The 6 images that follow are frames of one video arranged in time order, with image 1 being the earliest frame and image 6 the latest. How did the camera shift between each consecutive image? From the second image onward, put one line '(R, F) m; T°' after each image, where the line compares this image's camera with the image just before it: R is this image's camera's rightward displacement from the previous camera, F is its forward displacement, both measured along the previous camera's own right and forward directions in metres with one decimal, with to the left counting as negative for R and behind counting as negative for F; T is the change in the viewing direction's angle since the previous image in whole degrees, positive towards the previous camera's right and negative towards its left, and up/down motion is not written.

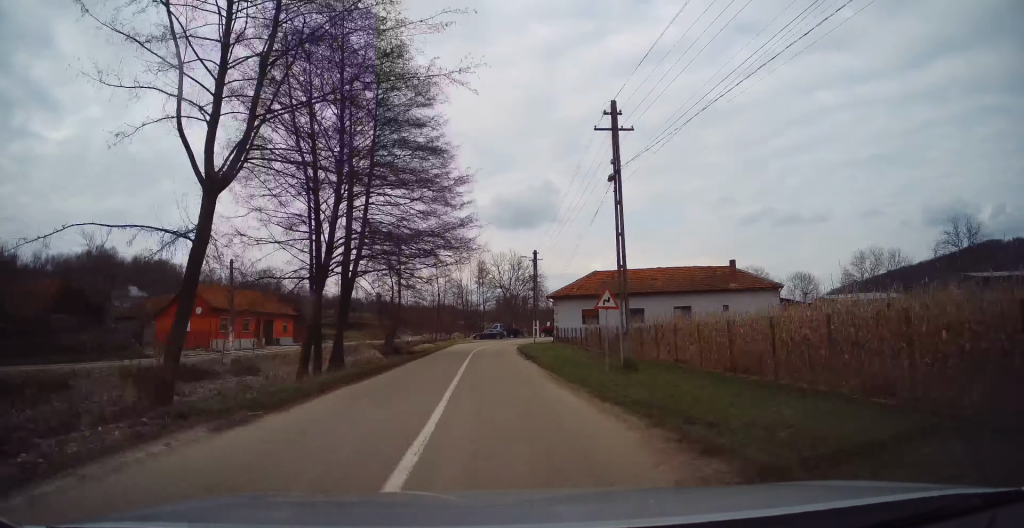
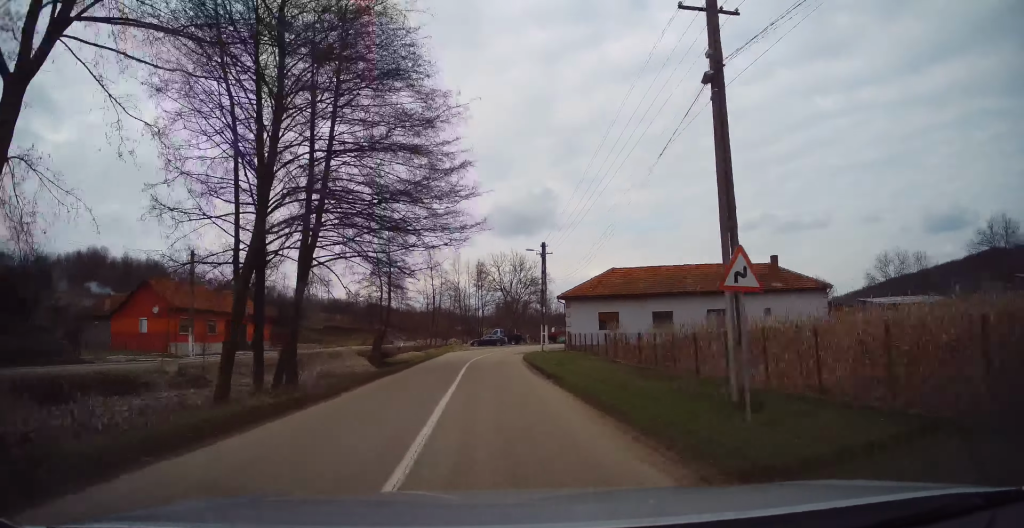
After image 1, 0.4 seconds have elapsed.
(0.0, +7.5) m; 0°
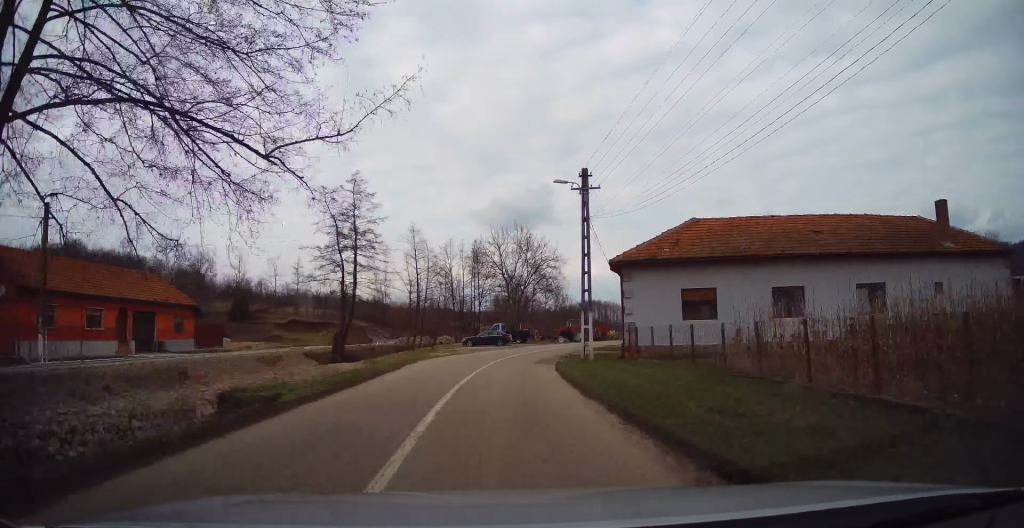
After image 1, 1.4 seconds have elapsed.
(+0.1, +18.1) m; +1°
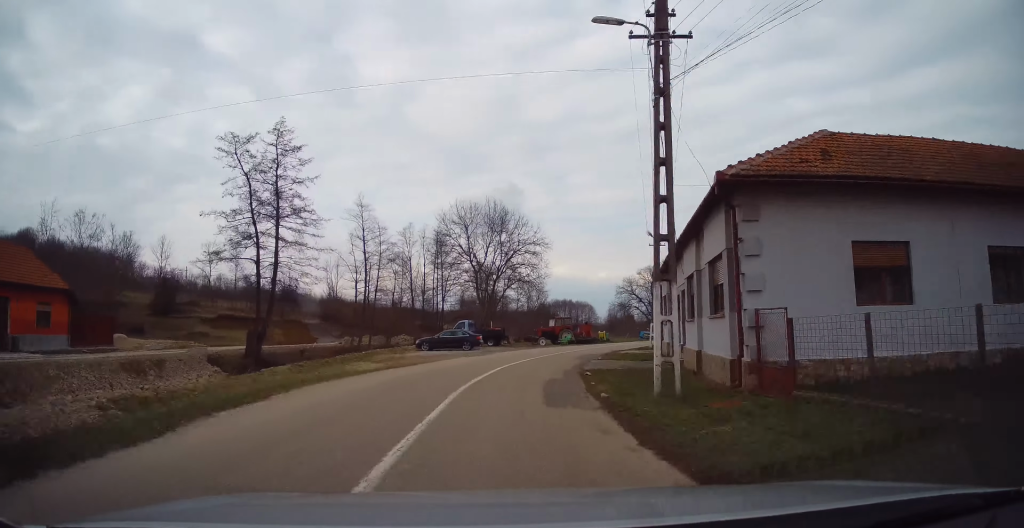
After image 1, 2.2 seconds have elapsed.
(+0.2, +14.2) m; +2°
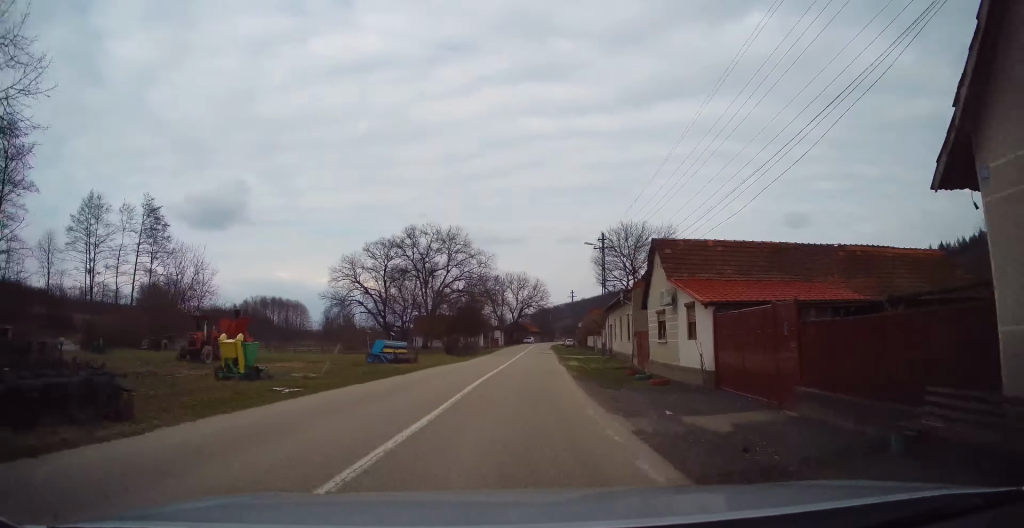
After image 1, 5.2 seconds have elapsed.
(+8.2, +46.1) m; +25°
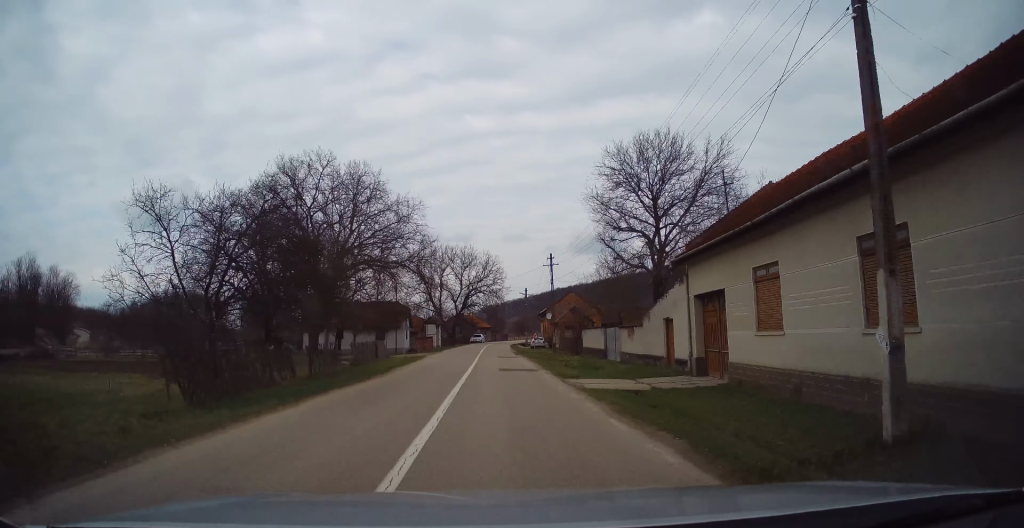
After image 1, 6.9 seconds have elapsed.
(+4.0, +28.3) m; +11°
